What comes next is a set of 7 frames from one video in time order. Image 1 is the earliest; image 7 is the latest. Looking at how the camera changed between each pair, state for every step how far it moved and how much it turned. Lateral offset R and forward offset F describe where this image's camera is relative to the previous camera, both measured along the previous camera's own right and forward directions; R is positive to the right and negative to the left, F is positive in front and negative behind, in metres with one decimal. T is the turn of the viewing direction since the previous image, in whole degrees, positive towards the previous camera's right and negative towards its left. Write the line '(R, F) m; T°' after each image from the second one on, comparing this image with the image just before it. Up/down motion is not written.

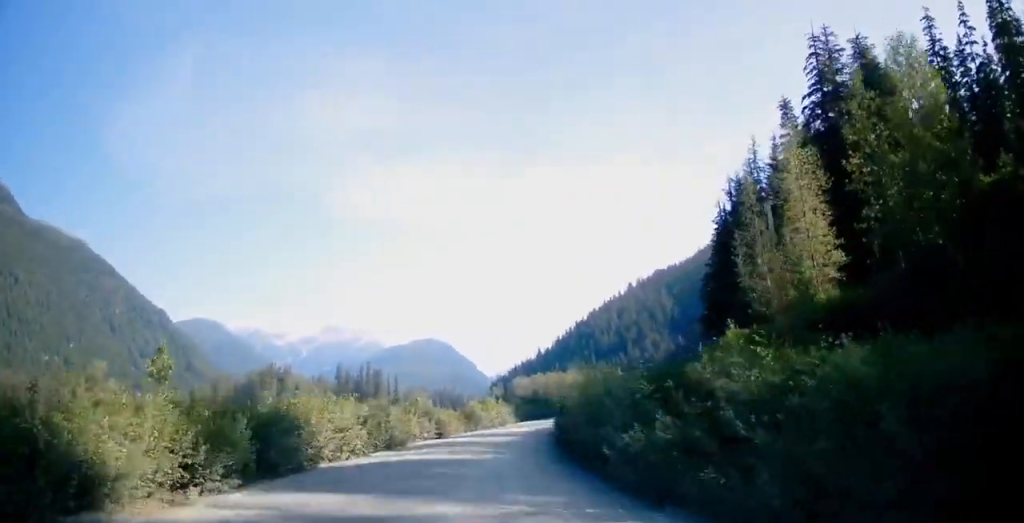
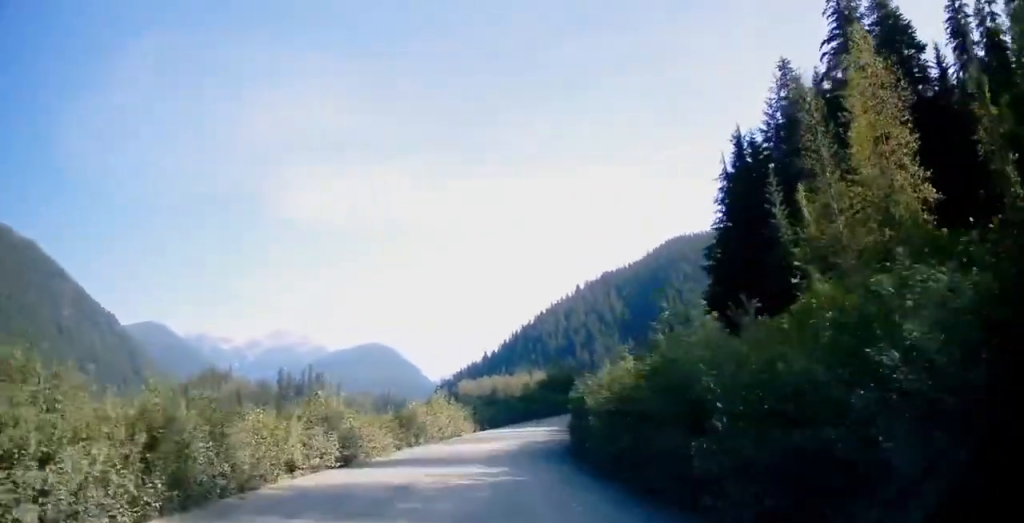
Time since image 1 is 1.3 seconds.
(+0.3, +20.2) m; +5°
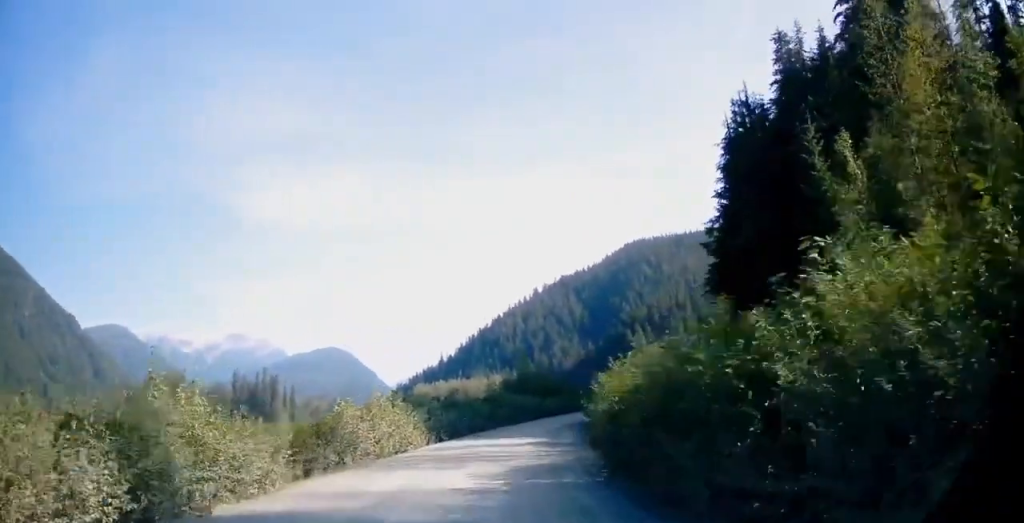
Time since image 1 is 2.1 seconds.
(+1.0, +12.9) m; +4°
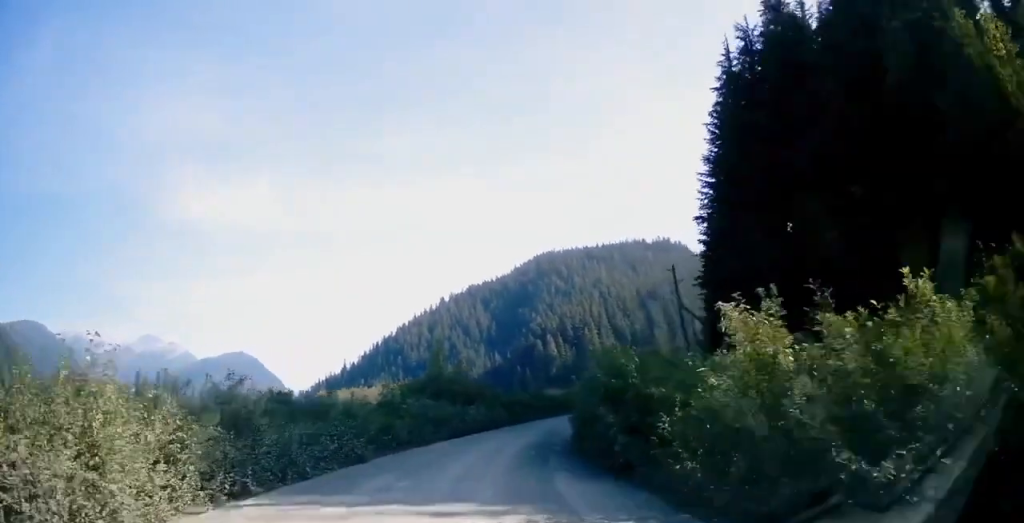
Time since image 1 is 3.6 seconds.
(+1.6, +22.5) m; +10°
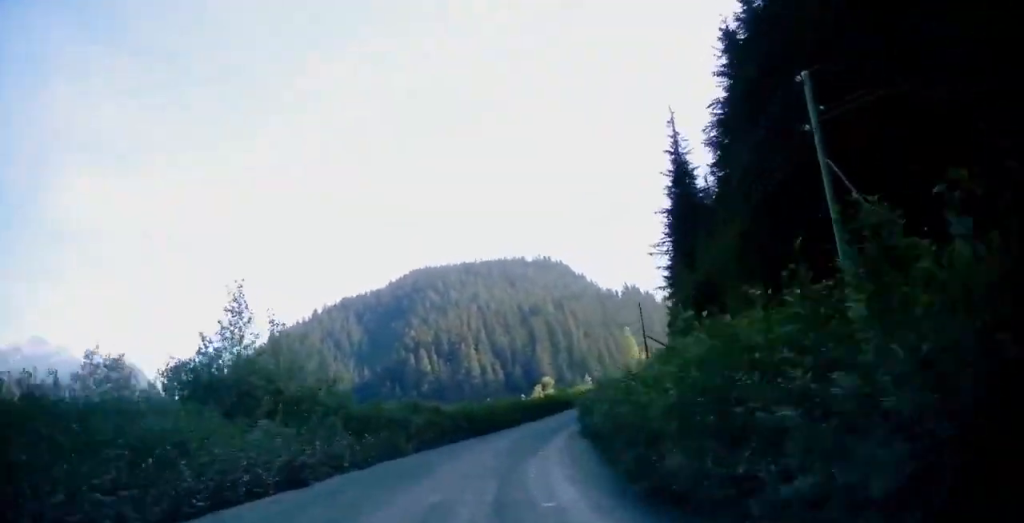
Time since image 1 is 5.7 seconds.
(+2.8, +30.3) m; +10°
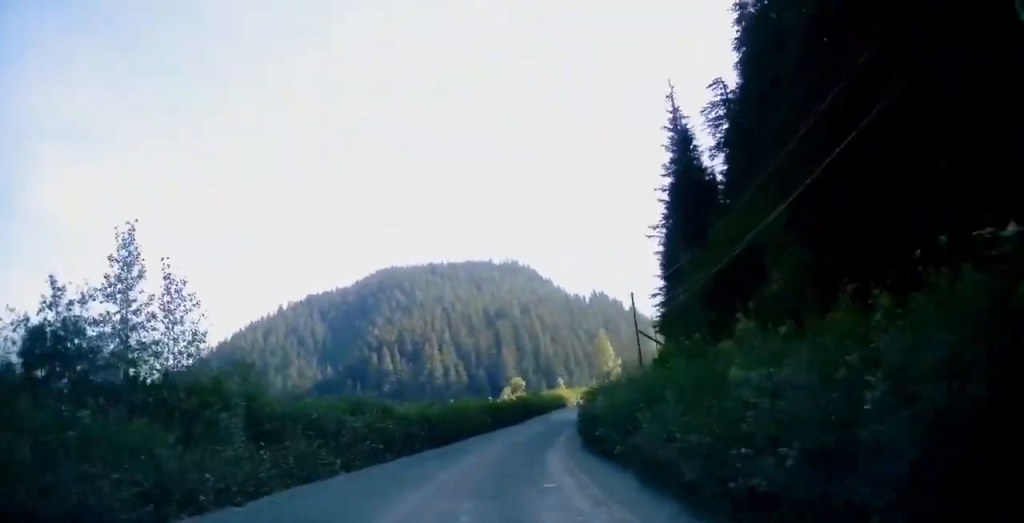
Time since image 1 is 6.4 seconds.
(+0.2, +9.5) m; +5°
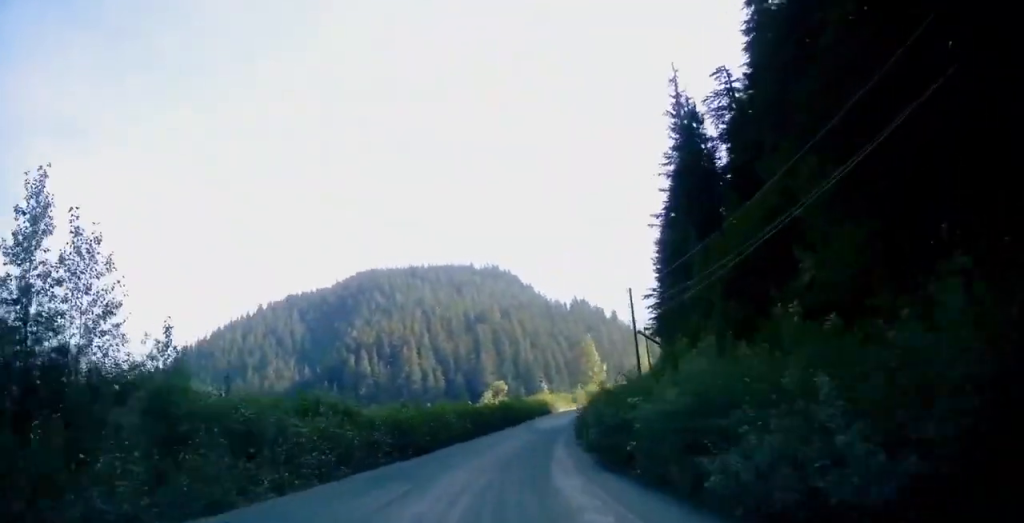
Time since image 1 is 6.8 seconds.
(+0.3, +5.7) m; +3°
